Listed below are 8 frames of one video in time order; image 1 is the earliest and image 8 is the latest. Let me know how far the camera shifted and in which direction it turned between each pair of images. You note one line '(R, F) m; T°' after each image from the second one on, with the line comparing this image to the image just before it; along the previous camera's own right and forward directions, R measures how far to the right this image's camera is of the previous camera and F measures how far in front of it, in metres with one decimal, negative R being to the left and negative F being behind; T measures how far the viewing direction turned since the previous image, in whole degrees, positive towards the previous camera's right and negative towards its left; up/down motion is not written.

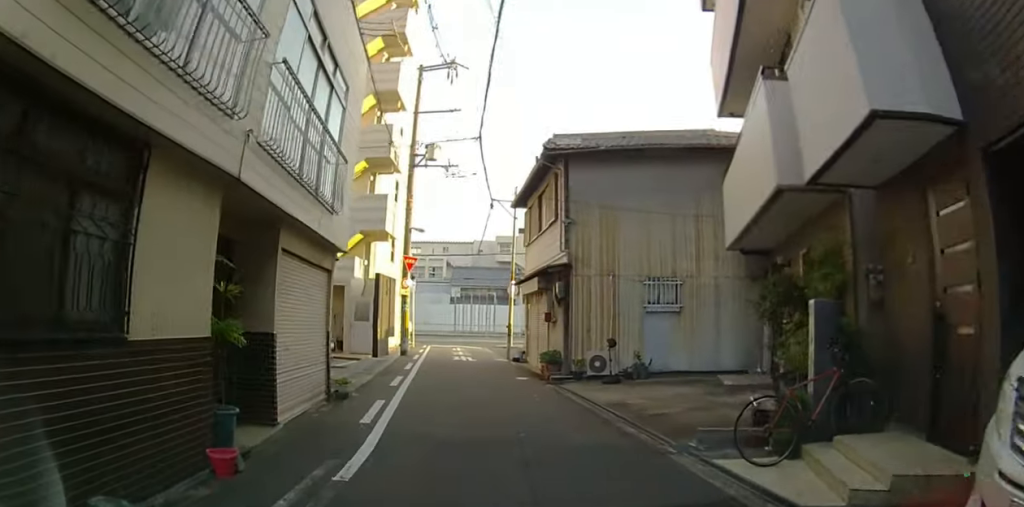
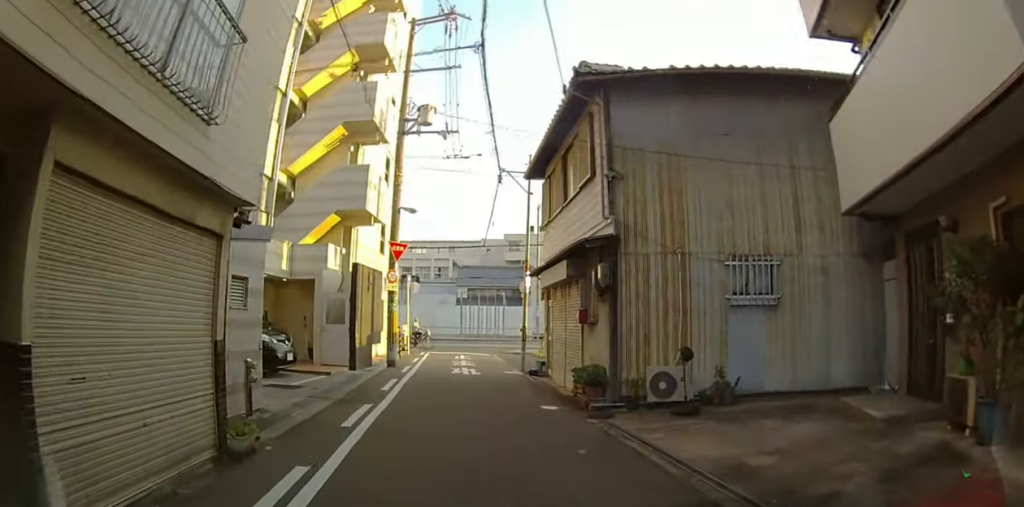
(0.0, +3.9) m; 0°
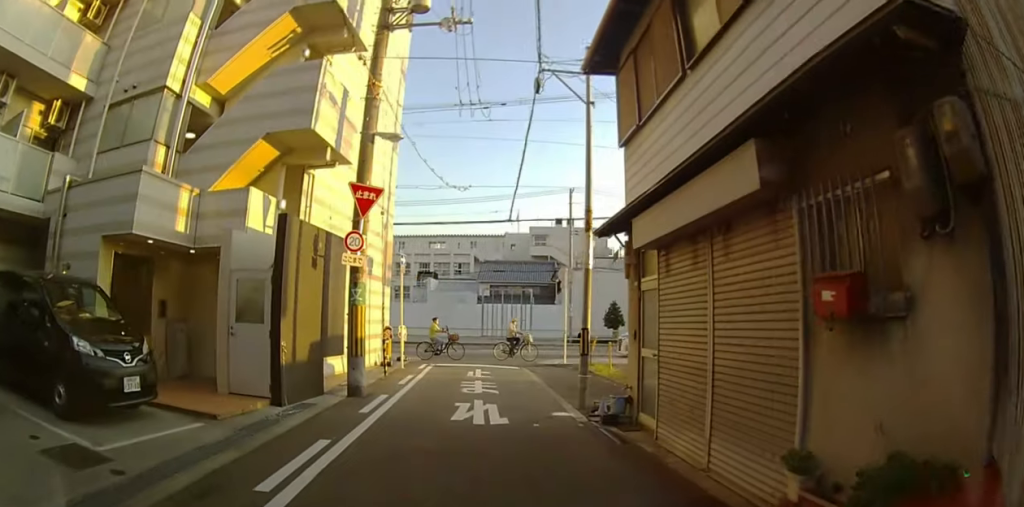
(0.0, +7.2) m; 0°
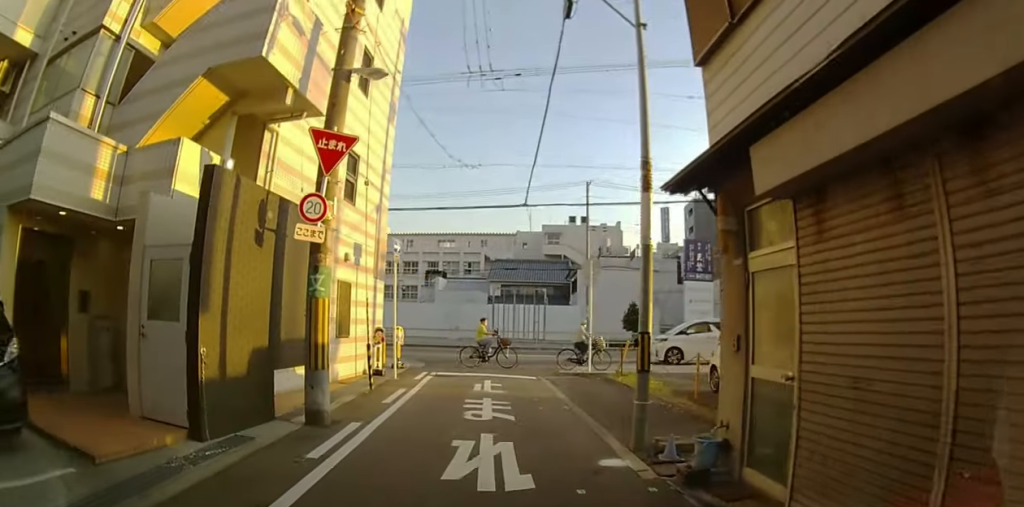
(0.0, +3.1) m; 0°
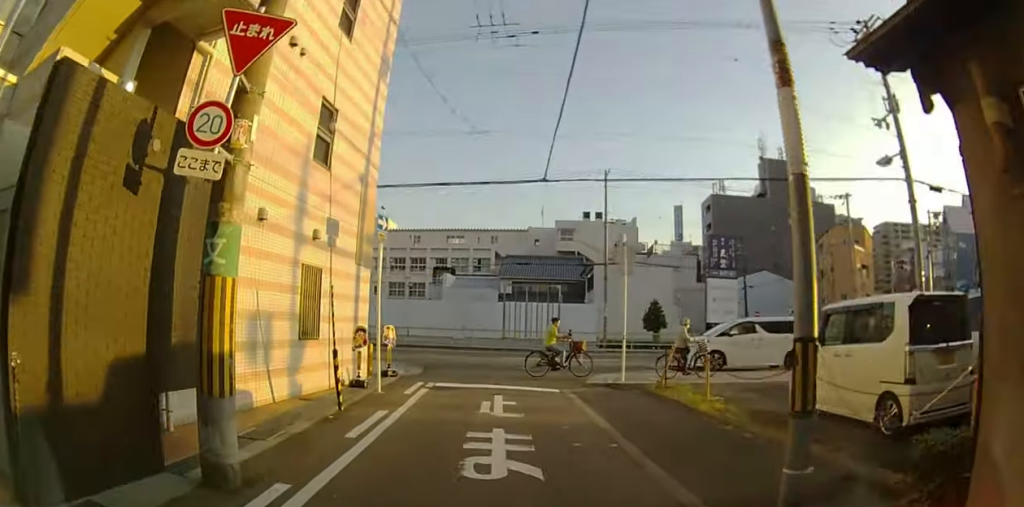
(0.0, +3.1) m; 0°
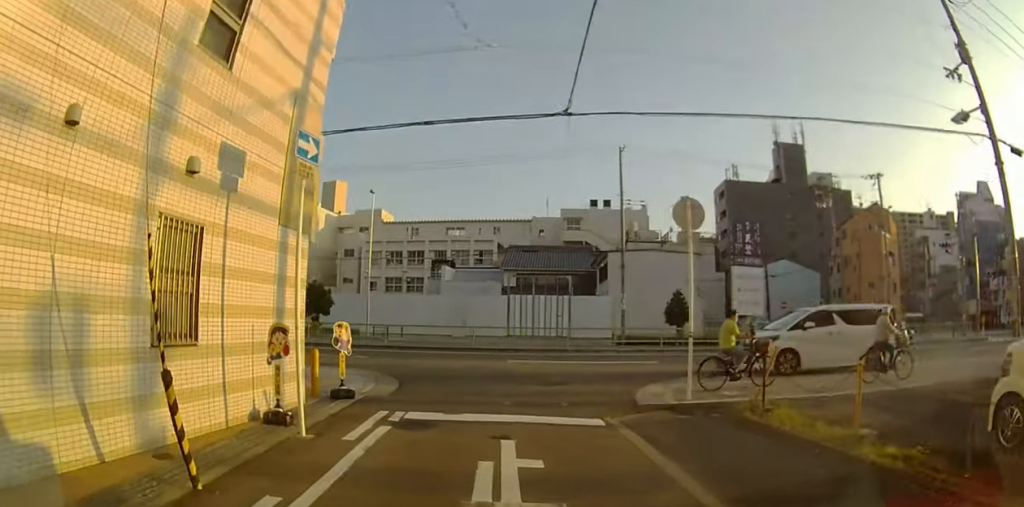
(0.0, +4.5) m; 0°
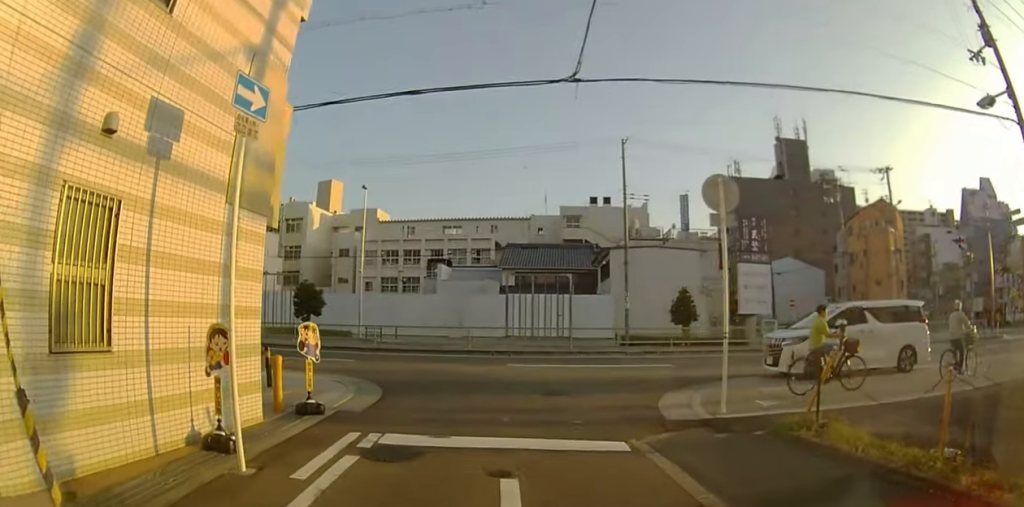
(0.0, +1.6) m; 0°
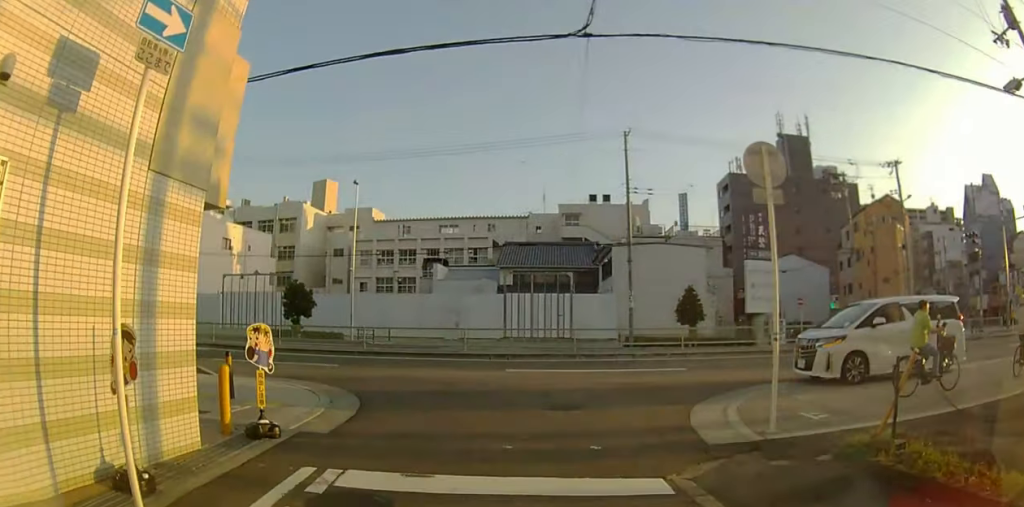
(0.0, +1.8) m; 0°
